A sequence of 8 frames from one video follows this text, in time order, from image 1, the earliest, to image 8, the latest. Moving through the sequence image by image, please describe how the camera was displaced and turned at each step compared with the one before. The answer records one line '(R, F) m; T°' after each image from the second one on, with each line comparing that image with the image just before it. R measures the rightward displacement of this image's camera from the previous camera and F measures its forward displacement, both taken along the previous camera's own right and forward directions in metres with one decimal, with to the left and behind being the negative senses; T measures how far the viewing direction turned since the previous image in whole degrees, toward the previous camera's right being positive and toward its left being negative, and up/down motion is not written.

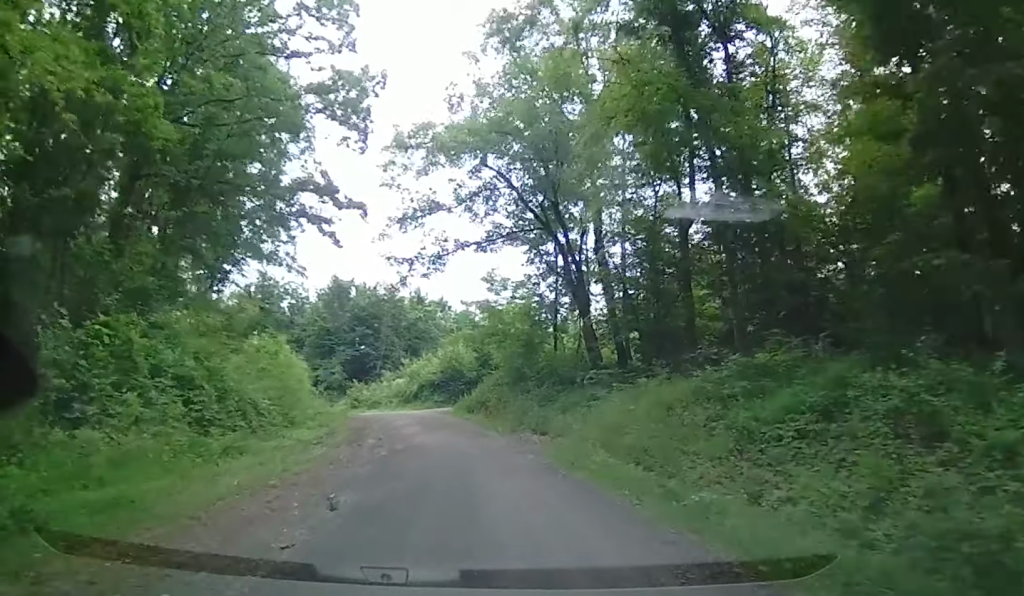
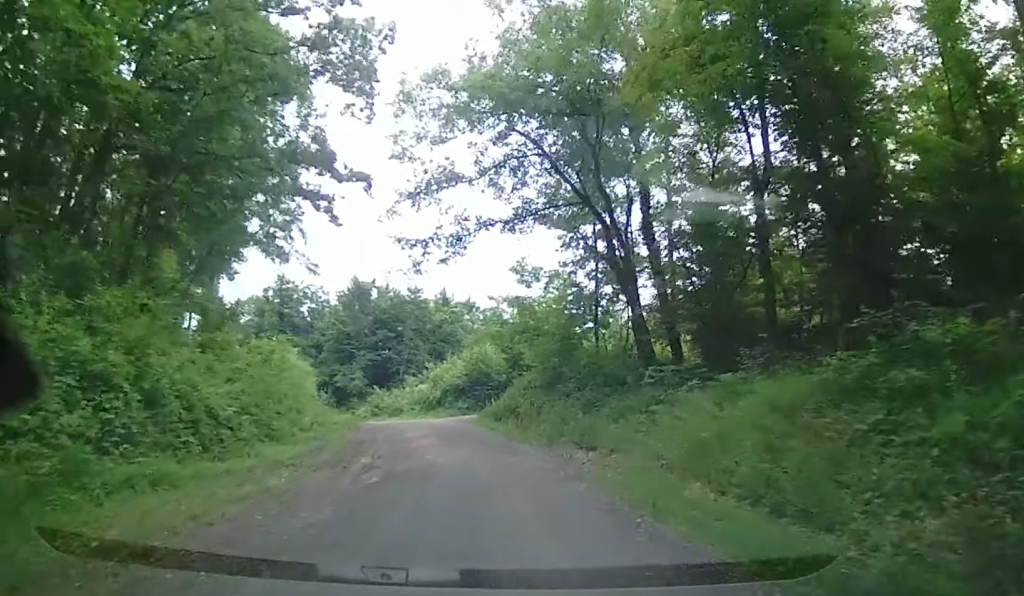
(-0.1, +4.5) m; -2°
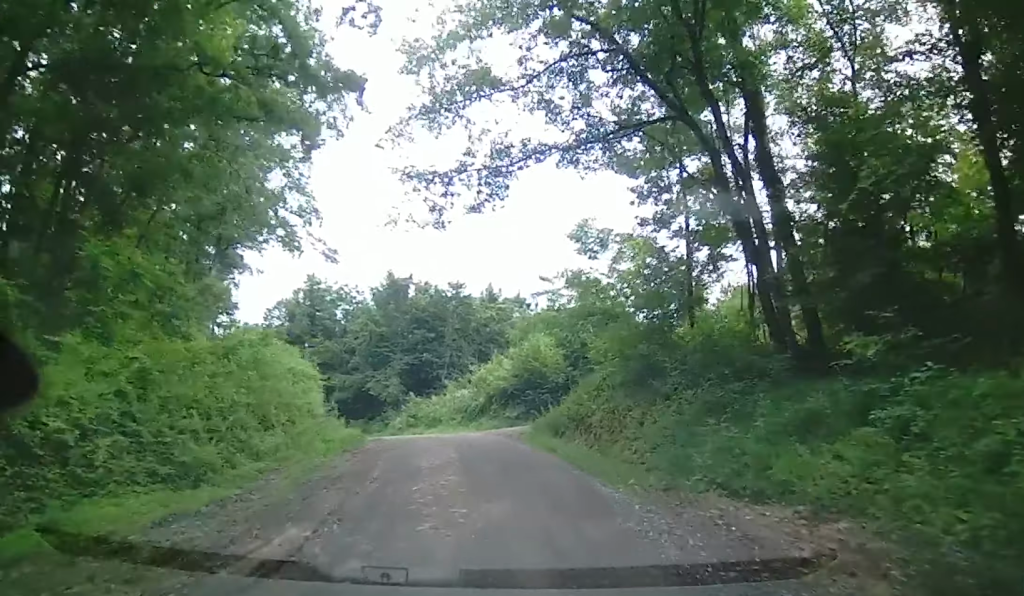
(0.0, +7.9) m; -2°
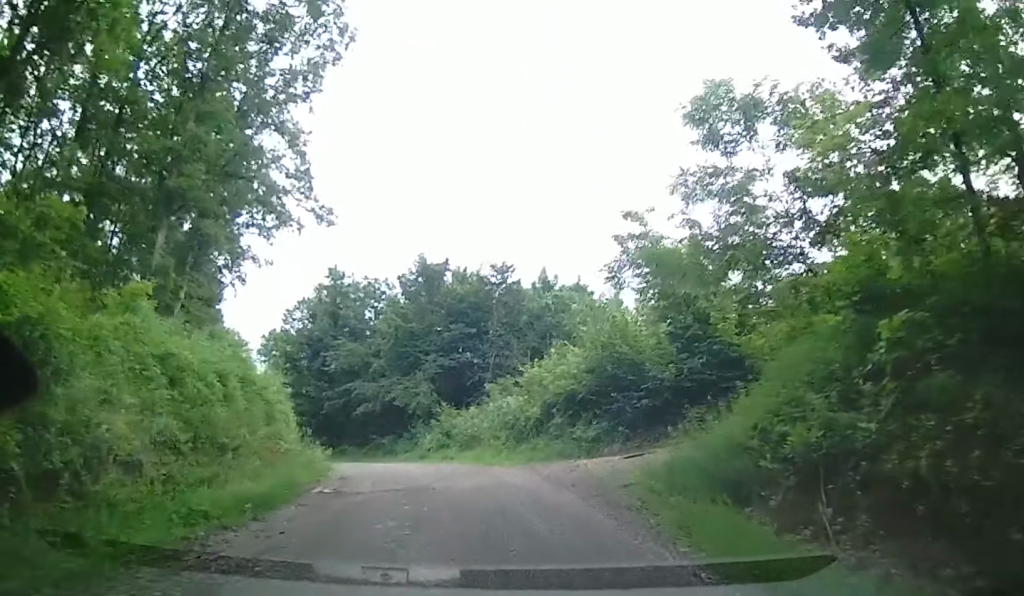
(-1.0, +11.6) m; -7°
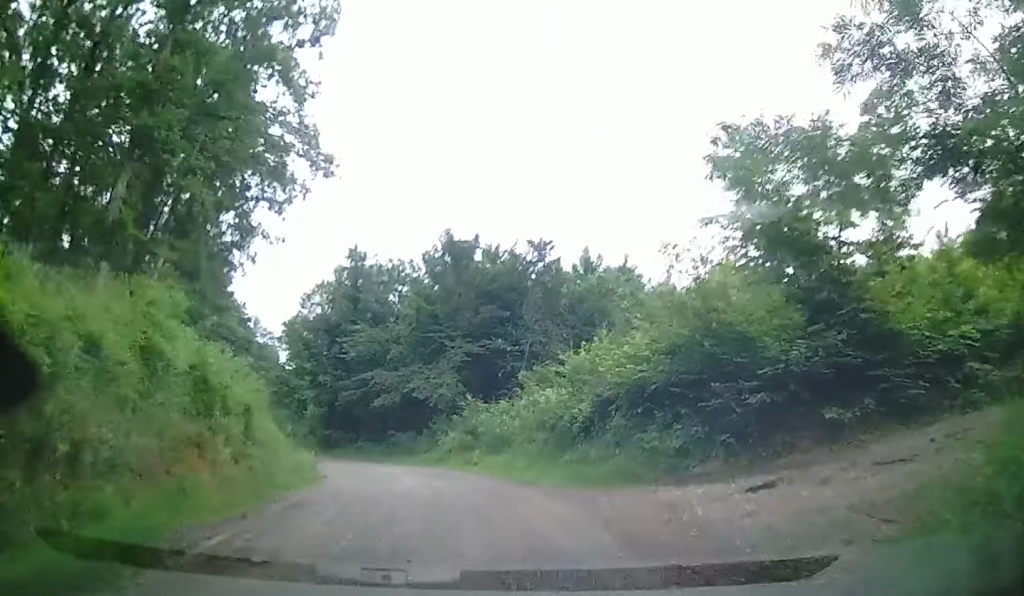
(+0.1, +6.3) m; 0°
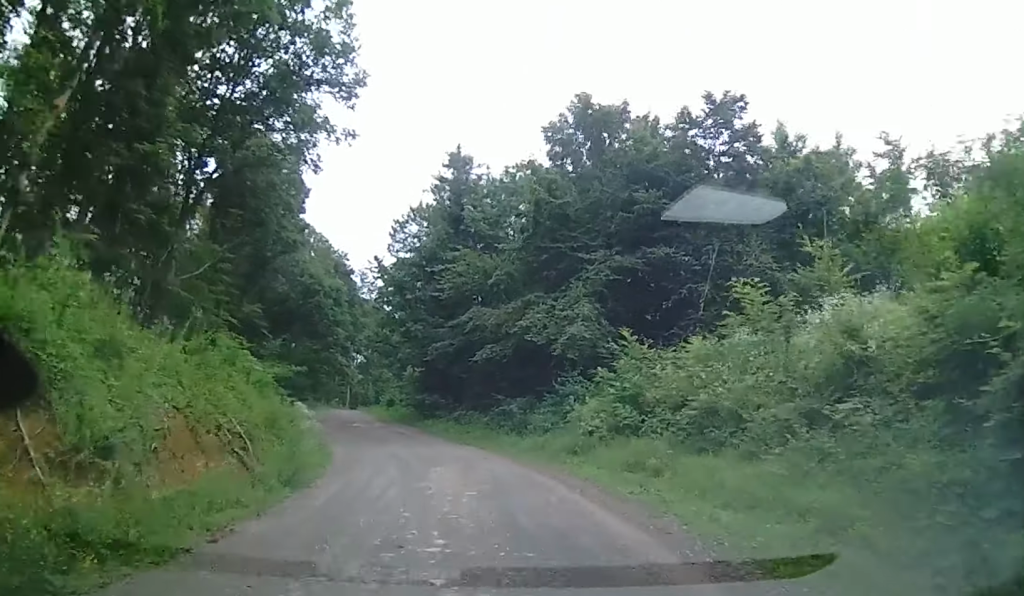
(-1.3, +15.7) m; -10°
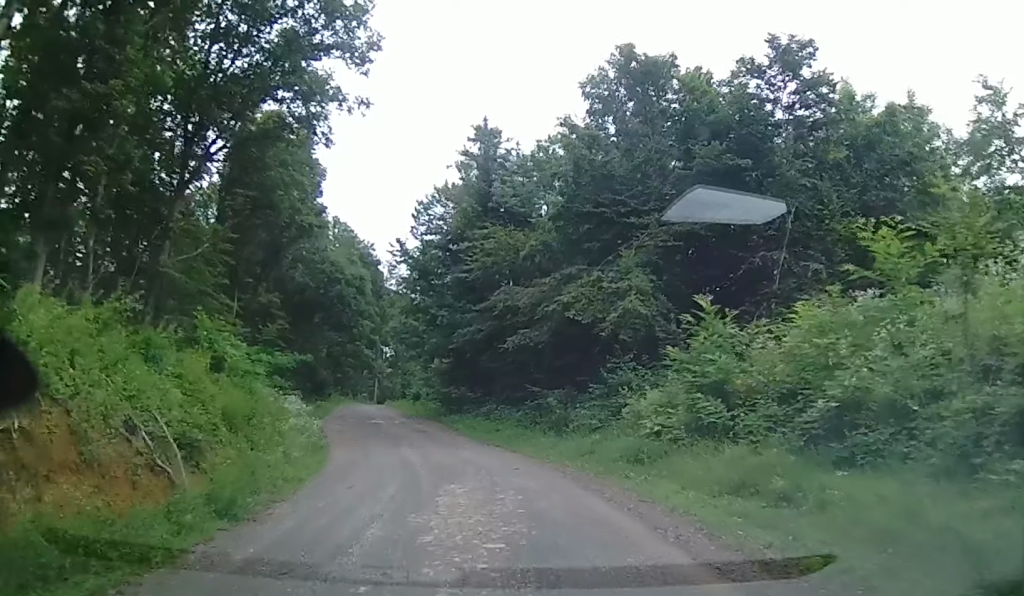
(-0.1, +4.1) m; -2°
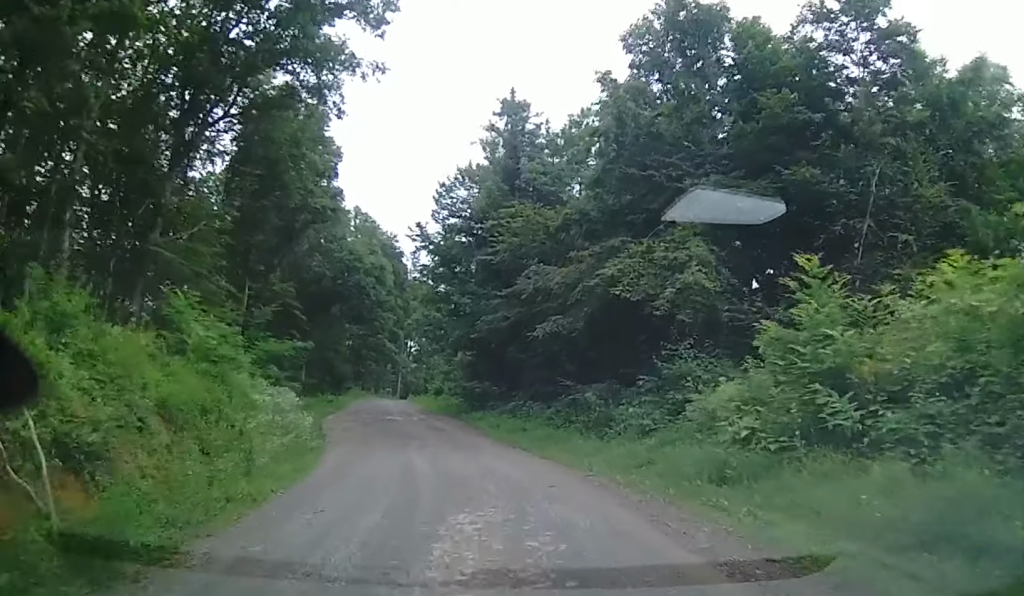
(+0.1, +3.4) m; -2°
